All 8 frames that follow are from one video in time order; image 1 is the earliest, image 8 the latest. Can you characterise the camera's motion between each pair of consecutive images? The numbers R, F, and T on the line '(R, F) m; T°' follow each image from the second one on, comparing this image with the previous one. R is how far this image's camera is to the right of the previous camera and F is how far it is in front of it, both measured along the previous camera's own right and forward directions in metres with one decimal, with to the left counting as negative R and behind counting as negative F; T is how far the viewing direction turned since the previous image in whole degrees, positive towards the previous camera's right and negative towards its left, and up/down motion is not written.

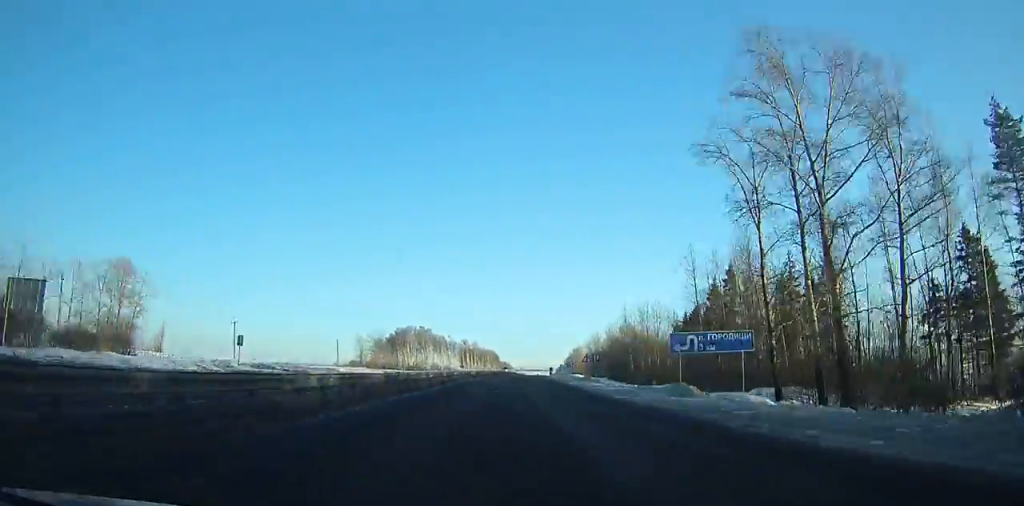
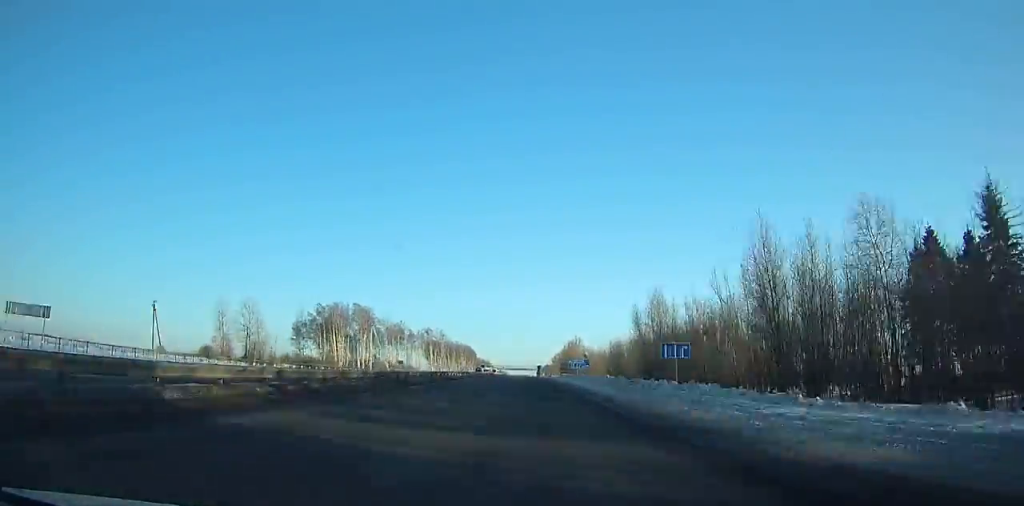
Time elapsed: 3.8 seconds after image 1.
(+2.1, +93.4) m; +2°
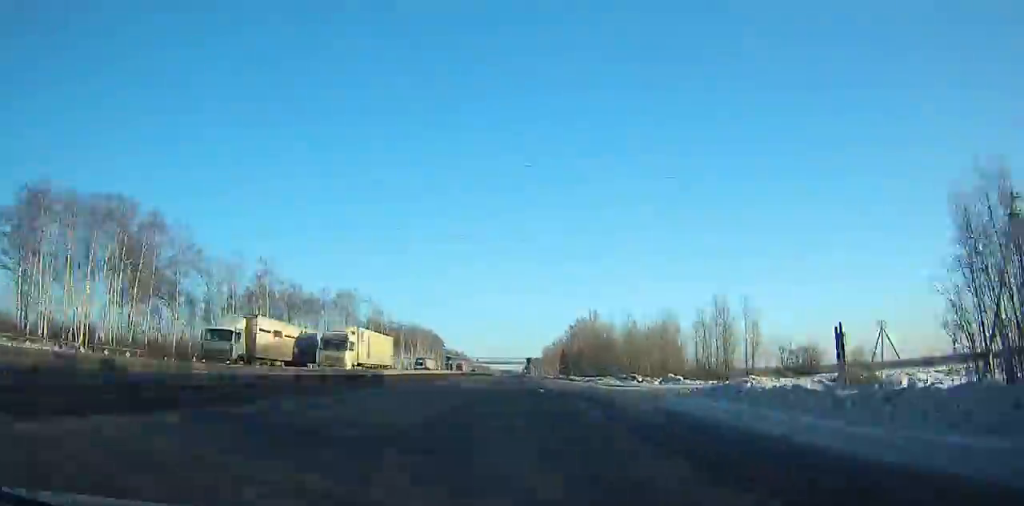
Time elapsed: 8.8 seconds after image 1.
(+2.8, +121.7) m; +1°
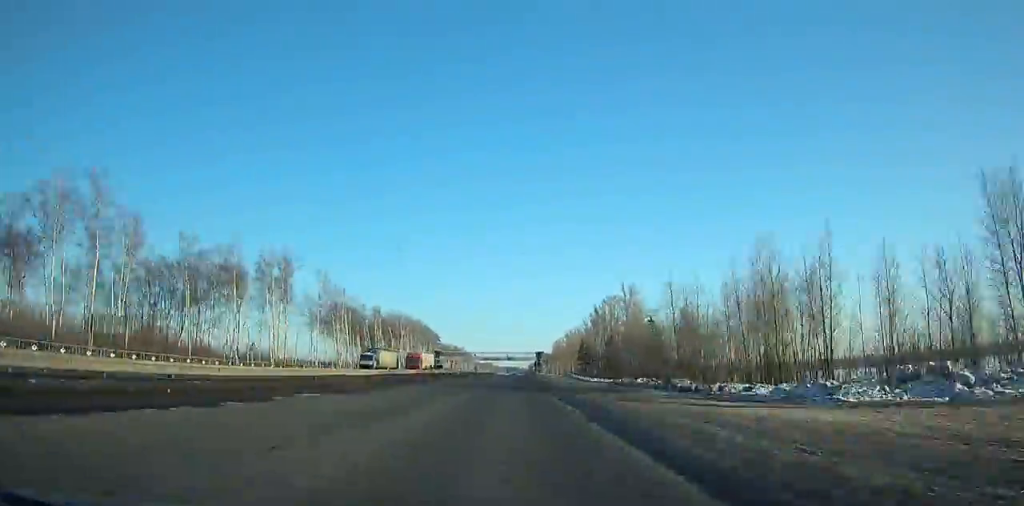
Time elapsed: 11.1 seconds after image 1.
(-0.6, +55.6) m; 0°
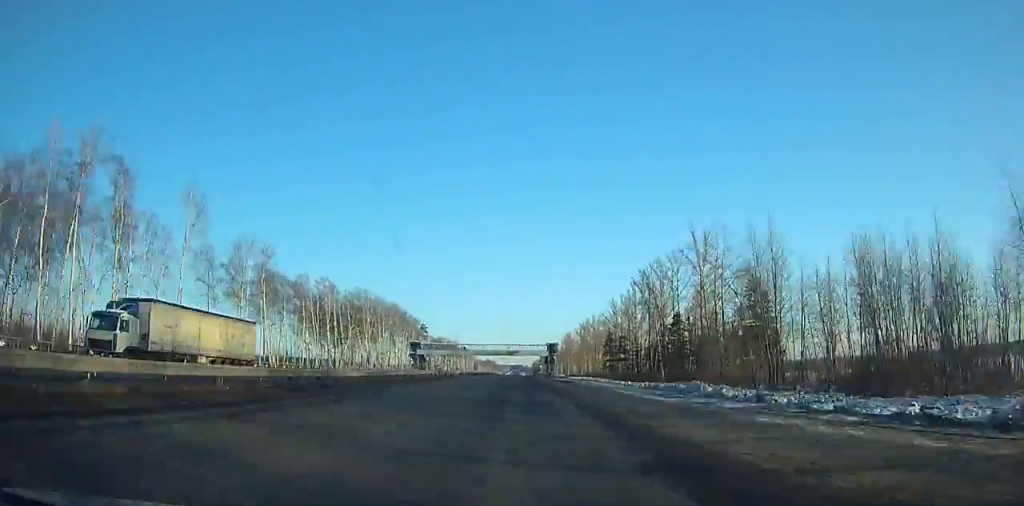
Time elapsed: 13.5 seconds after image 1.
(-0.2, +58.1) m; 0°
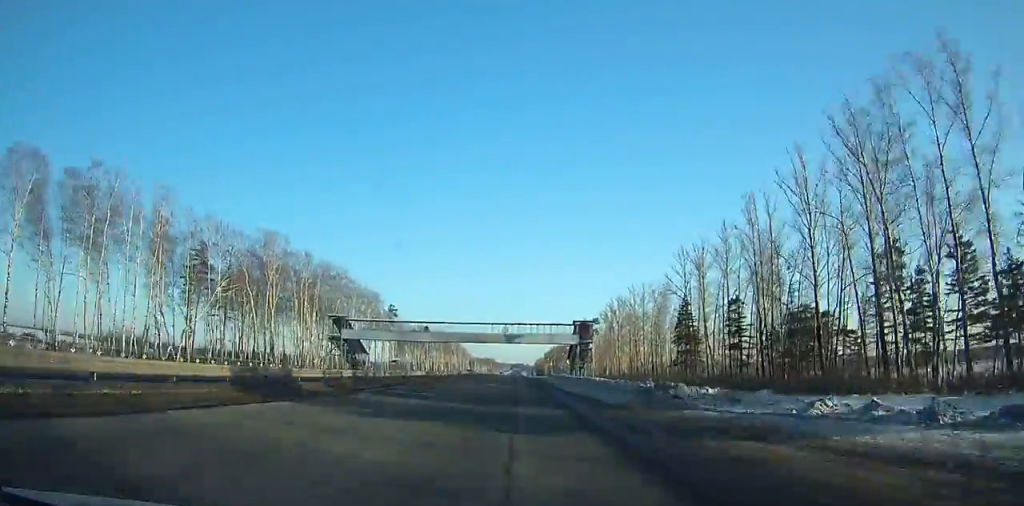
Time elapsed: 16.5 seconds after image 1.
(0.0, +72.9) m; 0°
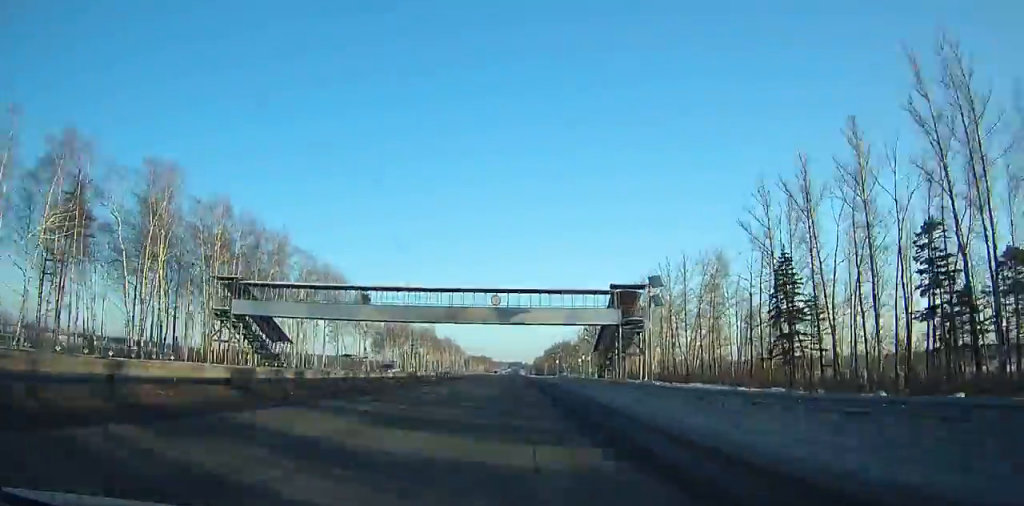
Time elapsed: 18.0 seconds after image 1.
(-0.1, +36.6) m; 0°
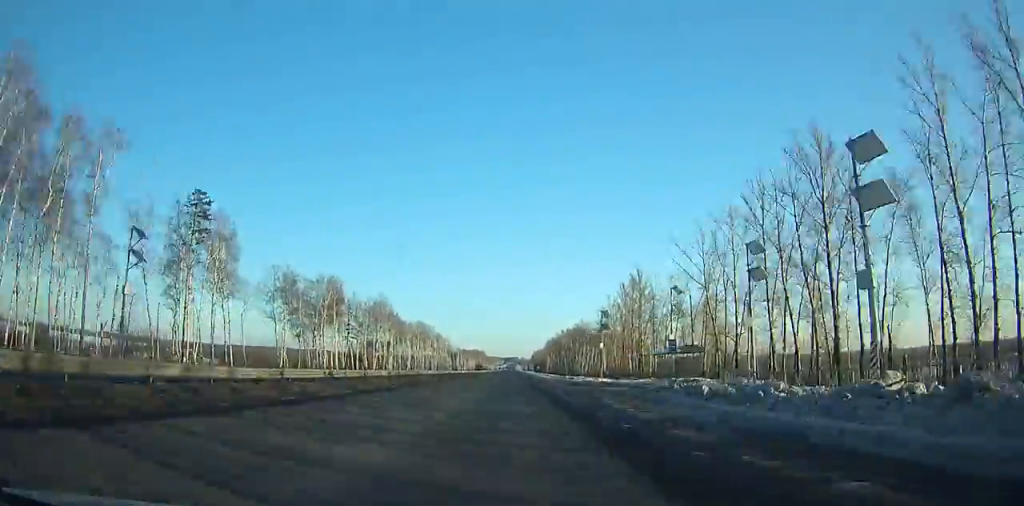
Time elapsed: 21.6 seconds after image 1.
(+0.1, +88.8) m; 0°
